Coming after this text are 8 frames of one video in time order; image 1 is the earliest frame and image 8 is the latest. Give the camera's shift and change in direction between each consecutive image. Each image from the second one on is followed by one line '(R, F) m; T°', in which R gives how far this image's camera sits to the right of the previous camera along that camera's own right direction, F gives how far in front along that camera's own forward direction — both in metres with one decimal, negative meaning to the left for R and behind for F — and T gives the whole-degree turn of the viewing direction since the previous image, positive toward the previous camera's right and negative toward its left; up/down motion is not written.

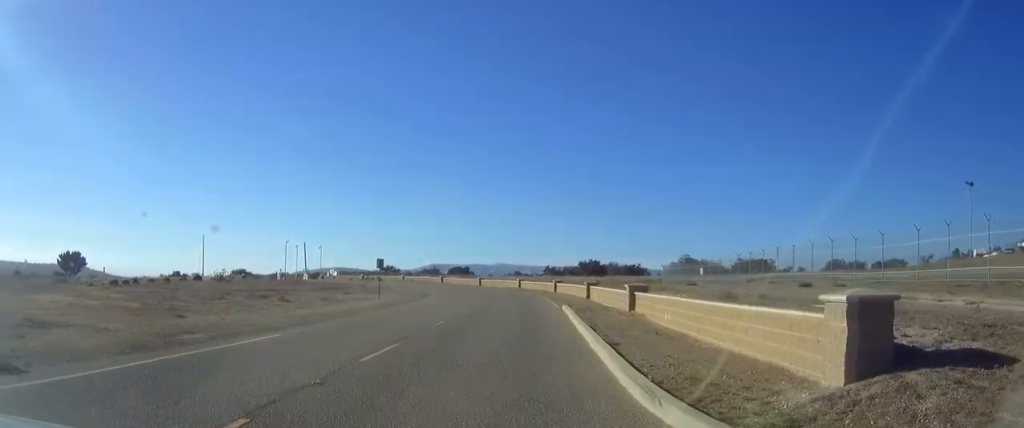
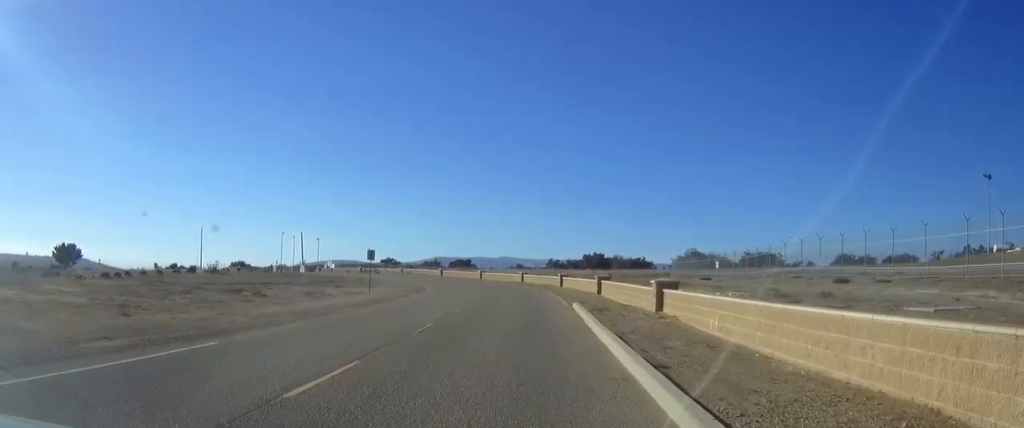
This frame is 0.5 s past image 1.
(0.0, +3.8) m; 0°
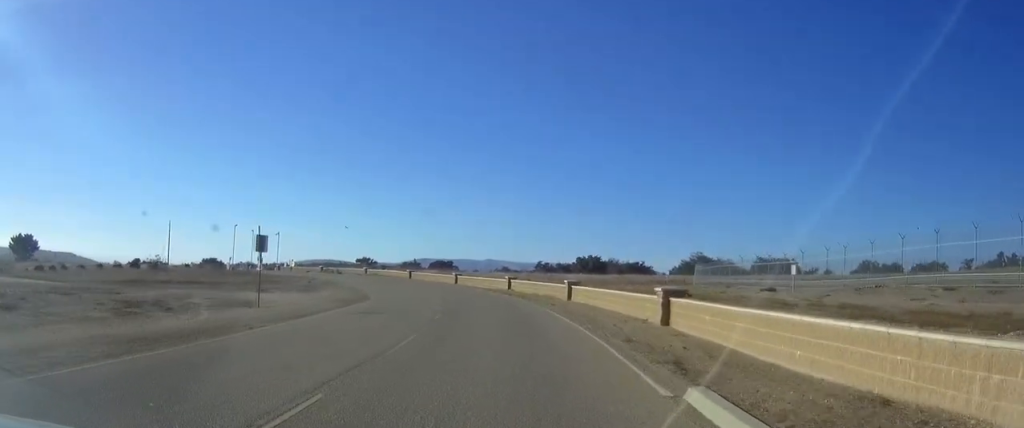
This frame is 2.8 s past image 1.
(+0.1, +17.1) m; +1°
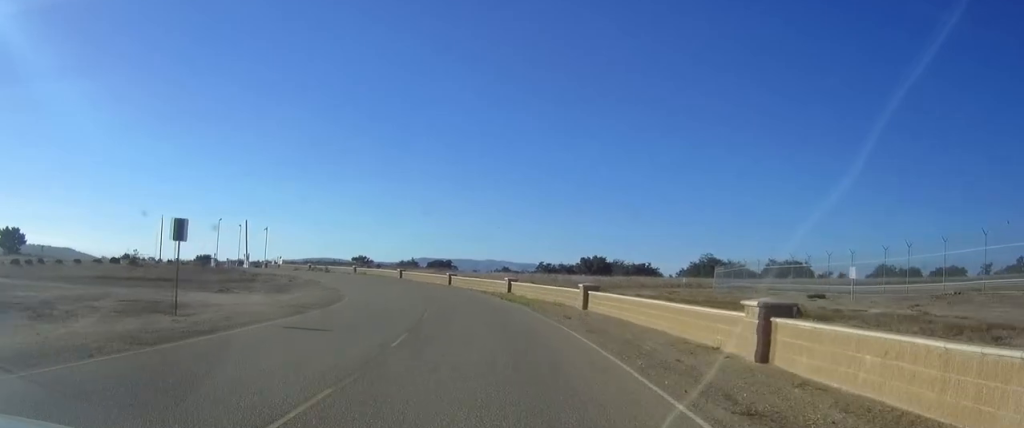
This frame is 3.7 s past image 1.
(+0.1, +6.7) m; 0°
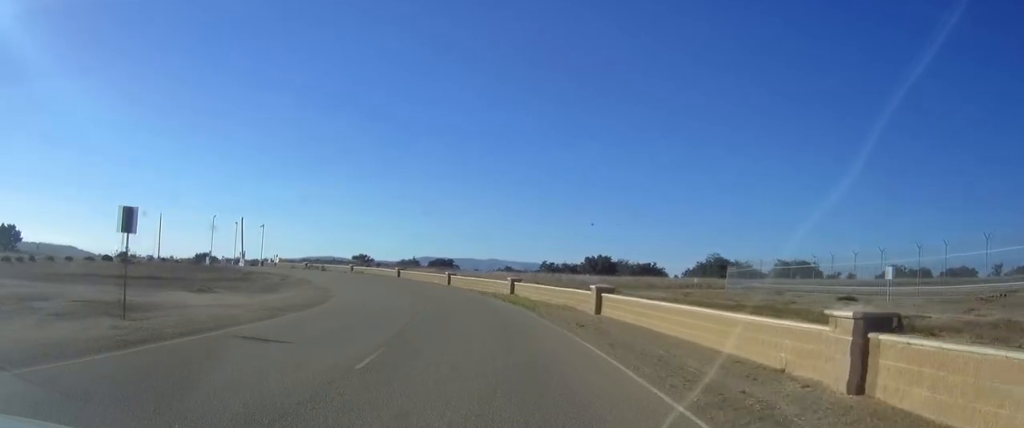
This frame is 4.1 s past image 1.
(0.0, +2.9) m; 0°
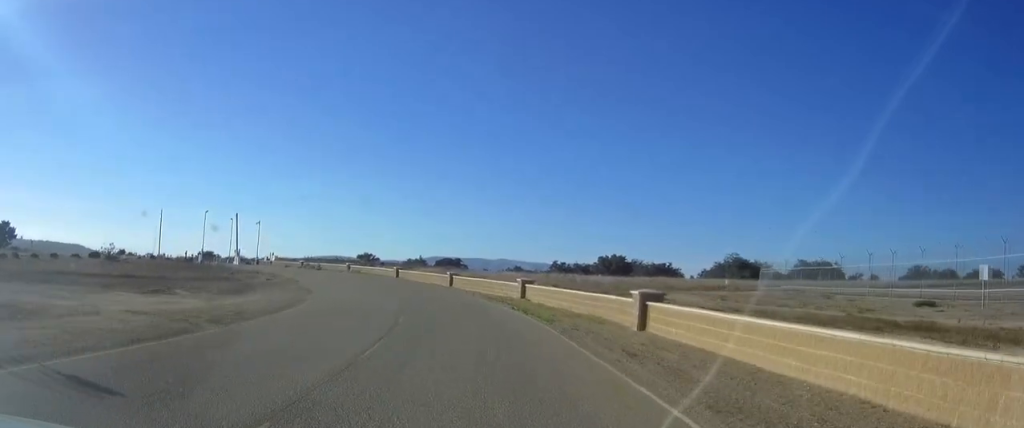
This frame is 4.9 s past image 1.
(-0.1, +5.9) m; -1°
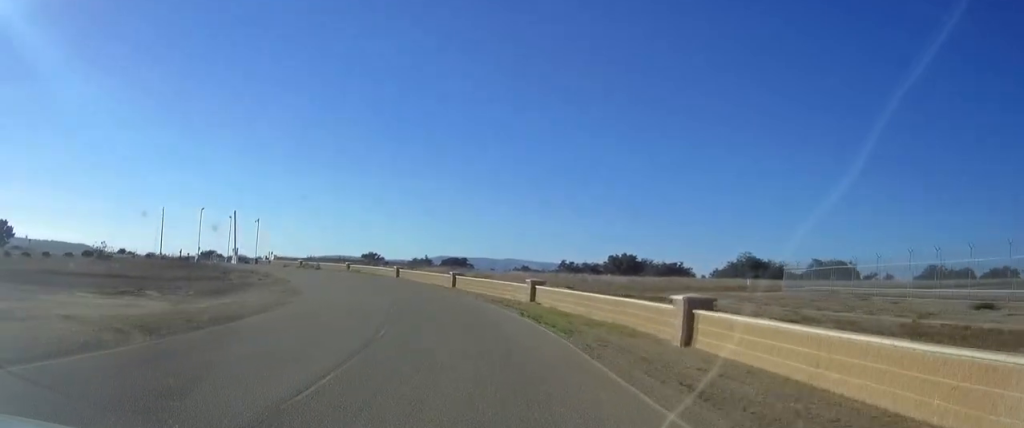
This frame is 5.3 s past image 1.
(0.0, +3.4) m; -1°
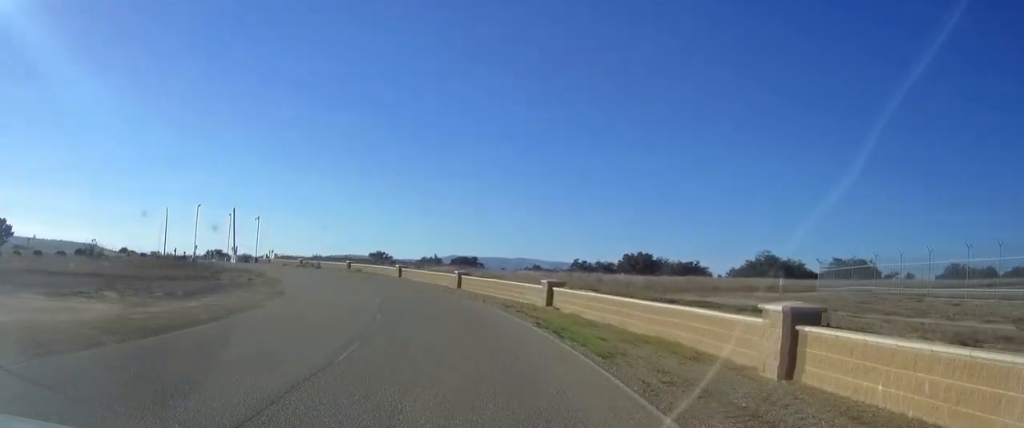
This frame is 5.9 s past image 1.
(0.0, +4.2) m; -1°
